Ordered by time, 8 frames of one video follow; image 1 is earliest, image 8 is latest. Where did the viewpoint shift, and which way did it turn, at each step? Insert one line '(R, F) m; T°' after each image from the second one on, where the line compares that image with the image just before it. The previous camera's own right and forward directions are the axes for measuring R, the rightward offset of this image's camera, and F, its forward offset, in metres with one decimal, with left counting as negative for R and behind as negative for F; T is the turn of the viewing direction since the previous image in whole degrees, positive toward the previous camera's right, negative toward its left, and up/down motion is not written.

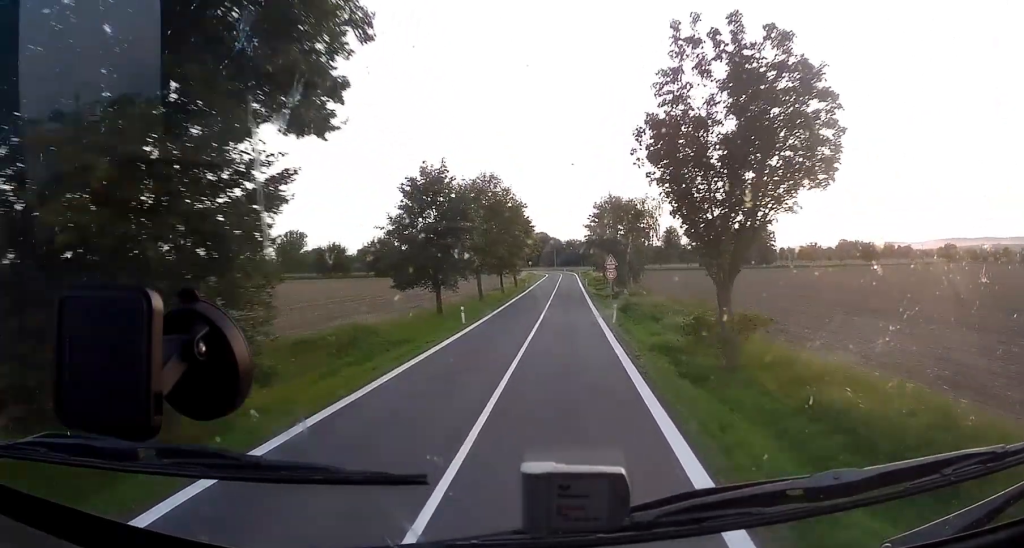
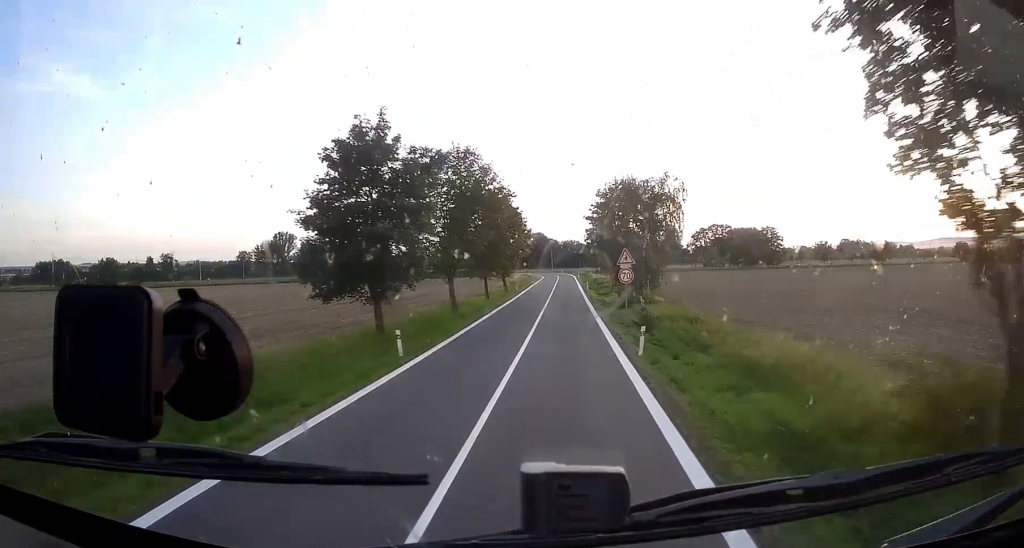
(-0.3, +11.9) m; 0°
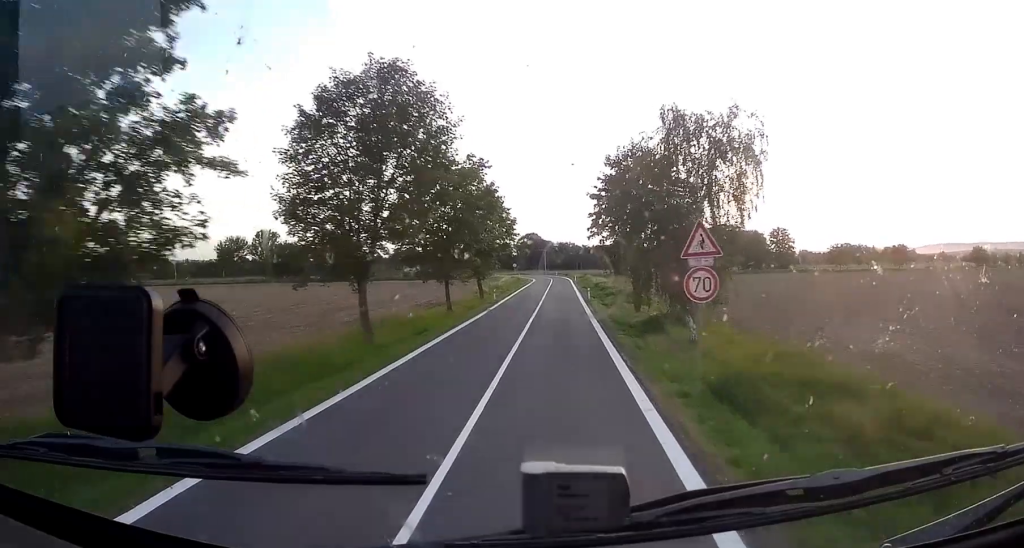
(0.0, +17.4) m; 0°
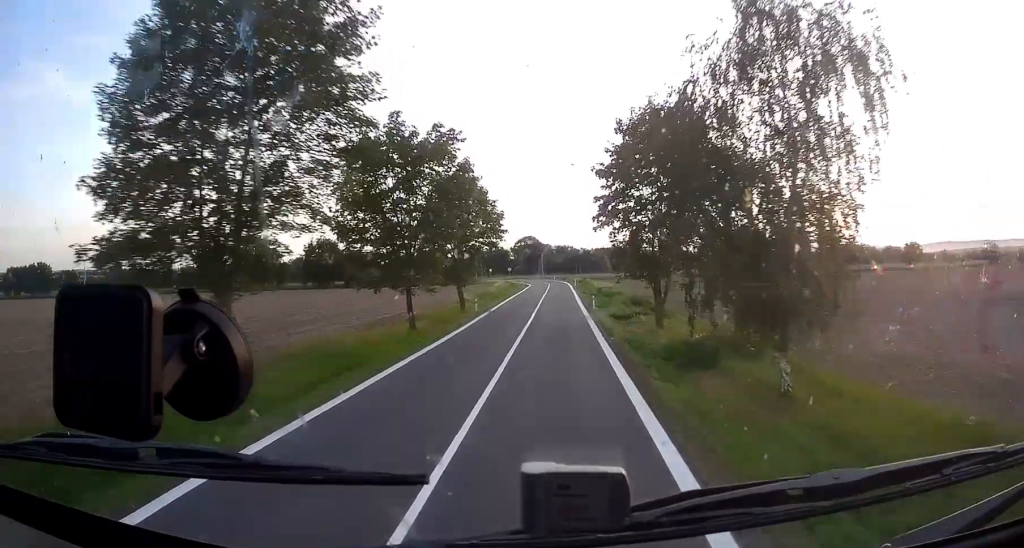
(+0.2, +10.2) m; +1°
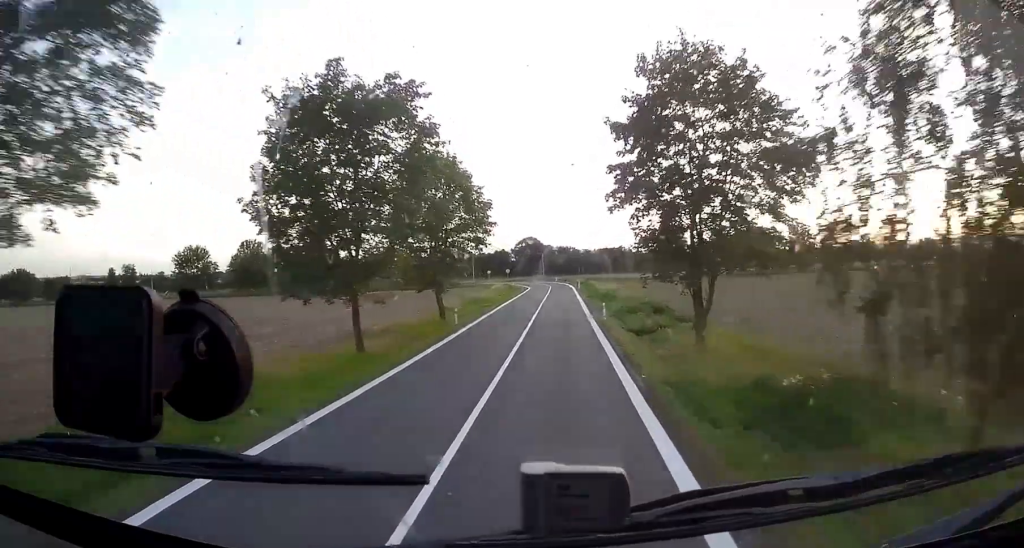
(-0.1, +8.5) m; 0°
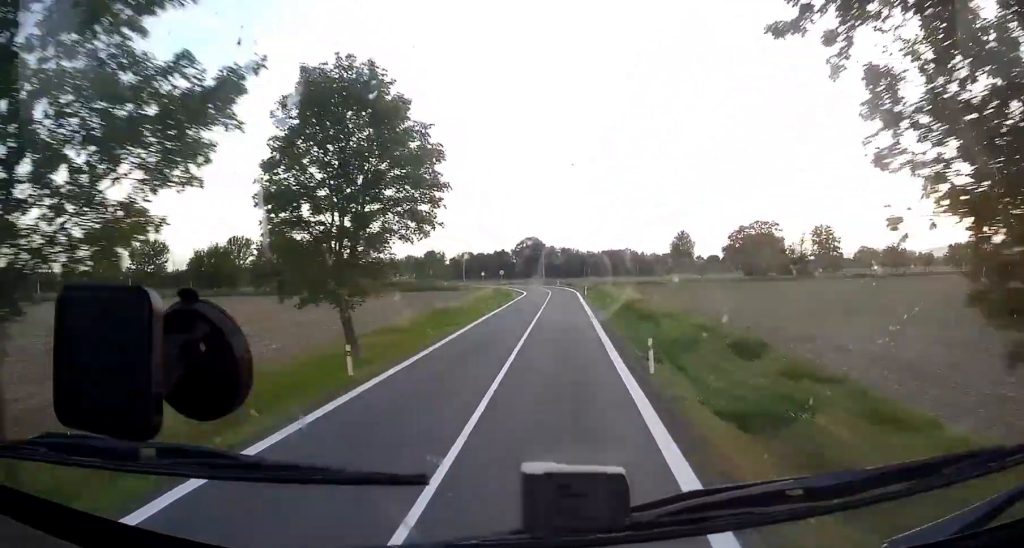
(0.0, +16.9) m; 0°
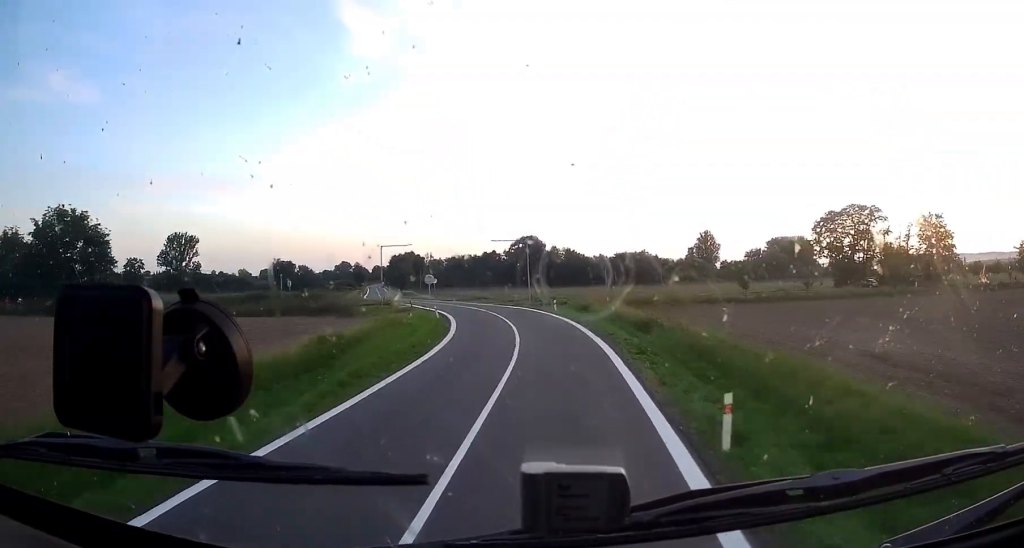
(-0.8, +57.4) m; -5°
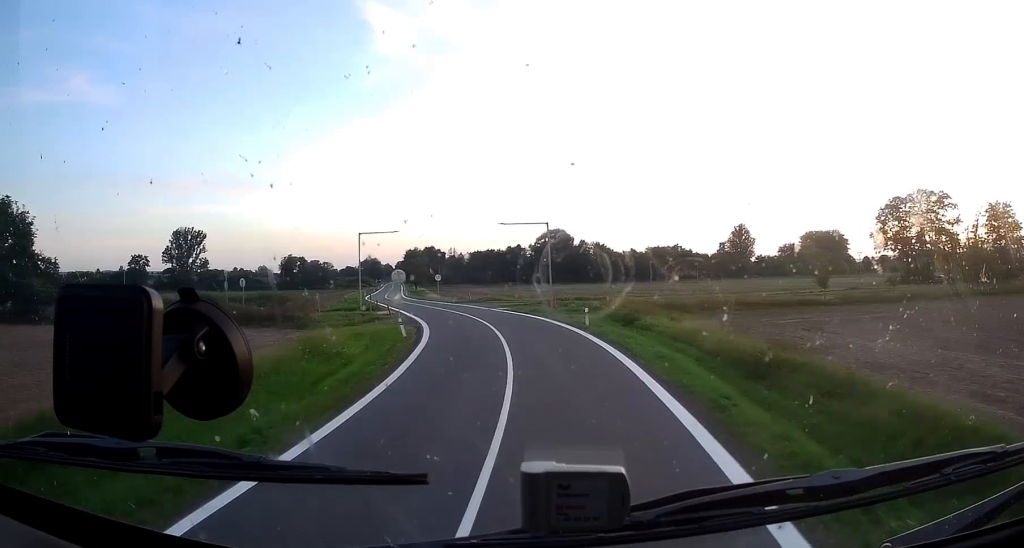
(-0.4, +15.2) m; -4°
